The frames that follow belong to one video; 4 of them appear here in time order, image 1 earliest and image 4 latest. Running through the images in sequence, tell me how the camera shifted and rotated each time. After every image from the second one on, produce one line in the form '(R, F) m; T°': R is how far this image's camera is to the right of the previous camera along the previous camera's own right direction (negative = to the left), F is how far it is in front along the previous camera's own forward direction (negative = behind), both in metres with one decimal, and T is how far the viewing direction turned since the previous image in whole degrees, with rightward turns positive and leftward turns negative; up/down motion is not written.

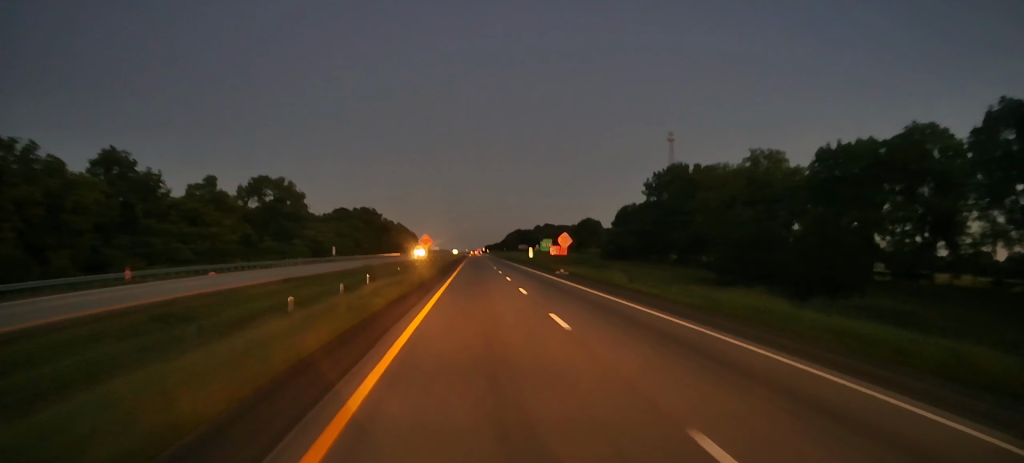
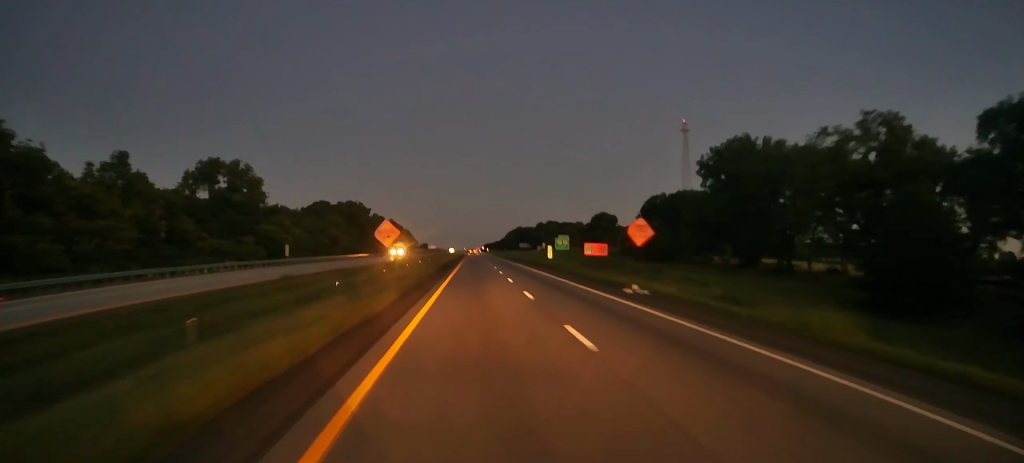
(+0.4, +27.1) m; 0°
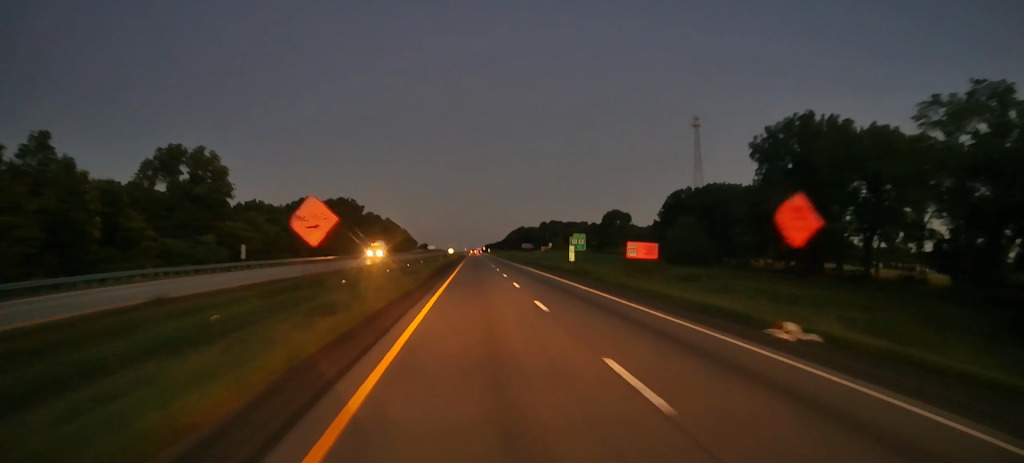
(-0.2, +16.5) m; 0°
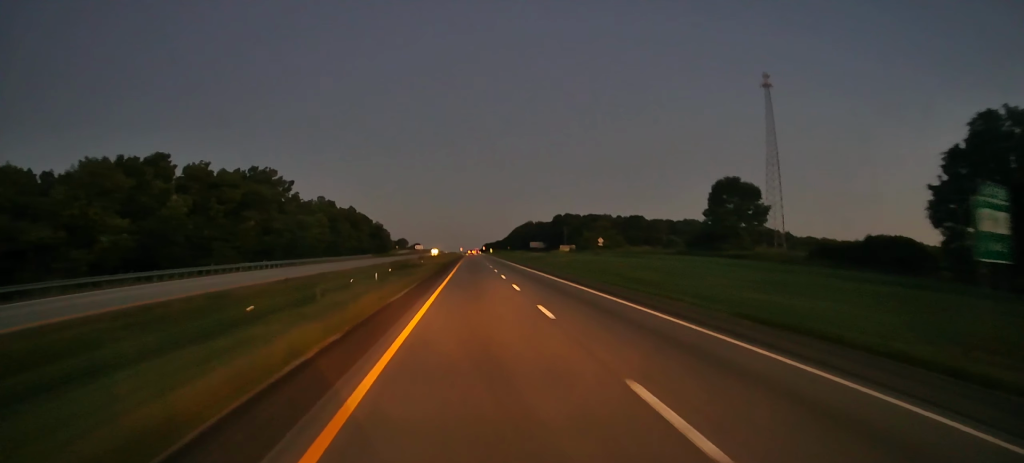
(+0.4, +85.8) m; 0°
